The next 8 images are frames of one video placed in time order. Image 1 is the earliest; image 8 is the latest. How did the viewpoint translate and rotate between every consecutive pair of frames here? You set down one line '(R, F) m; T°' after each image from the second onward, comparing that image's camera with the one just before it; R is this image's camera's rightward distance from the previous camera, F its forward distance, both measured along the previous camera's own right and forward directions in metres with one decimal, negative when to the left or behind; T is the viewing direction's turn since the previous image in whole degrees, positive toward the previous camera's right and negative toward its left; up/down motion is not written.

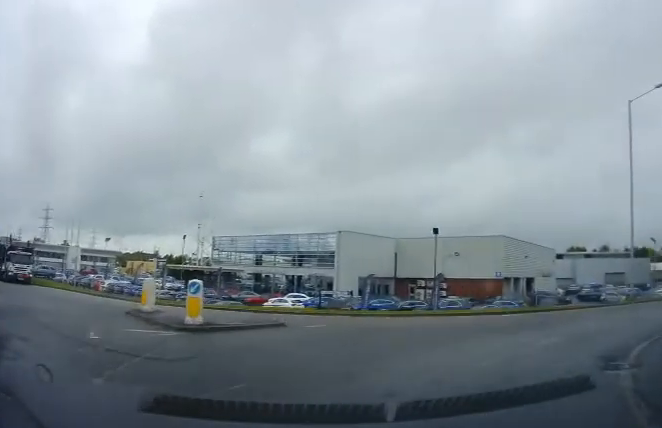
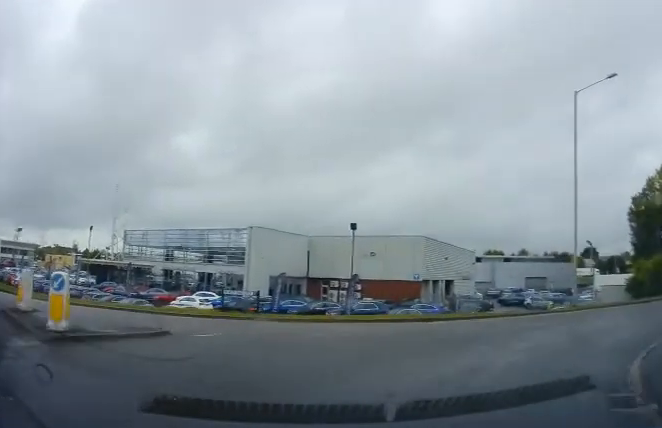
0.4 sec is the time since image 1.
(+0.3, +2.5) m; +11°
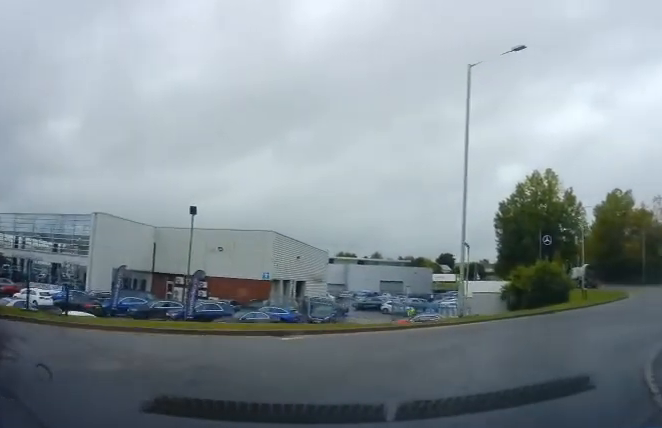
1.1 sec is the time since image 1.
(+0.4, +4.3) m; +19°
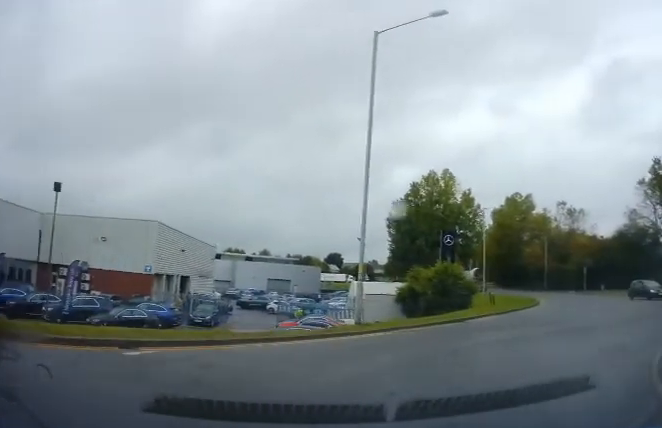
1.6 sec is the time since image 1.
(+0.7, +2.8) m; +13°
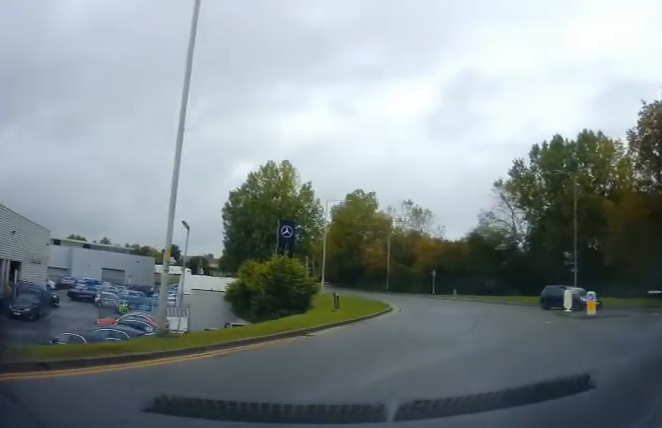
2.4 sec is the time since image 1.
(+0.8, +4.4) m; +17°
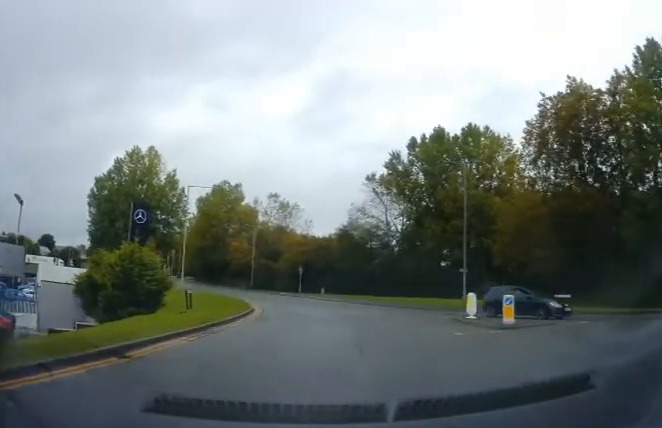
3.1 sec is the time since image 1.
(+0.5, +4.4) m; +9°
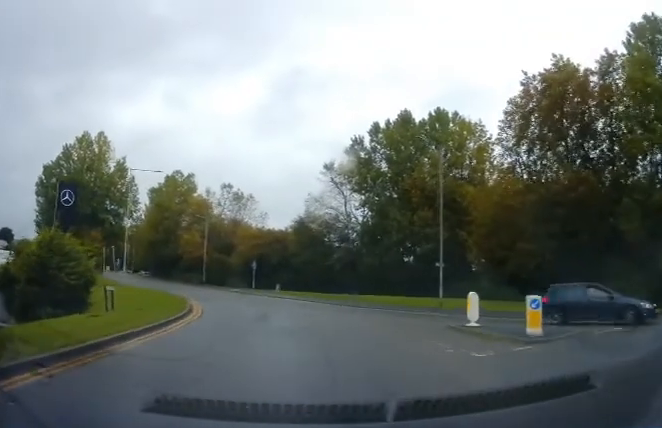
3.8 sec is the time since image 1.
(+0.3, +4.9) m; +3°
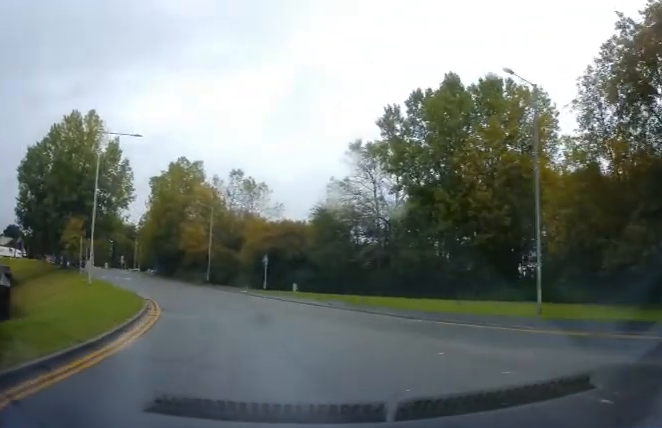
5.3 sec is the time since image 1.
(0.0, +10.3) m; -2°
